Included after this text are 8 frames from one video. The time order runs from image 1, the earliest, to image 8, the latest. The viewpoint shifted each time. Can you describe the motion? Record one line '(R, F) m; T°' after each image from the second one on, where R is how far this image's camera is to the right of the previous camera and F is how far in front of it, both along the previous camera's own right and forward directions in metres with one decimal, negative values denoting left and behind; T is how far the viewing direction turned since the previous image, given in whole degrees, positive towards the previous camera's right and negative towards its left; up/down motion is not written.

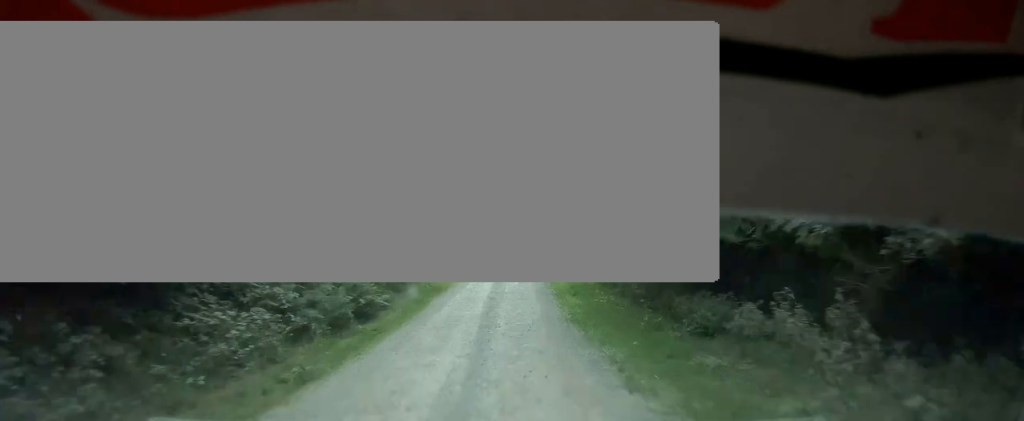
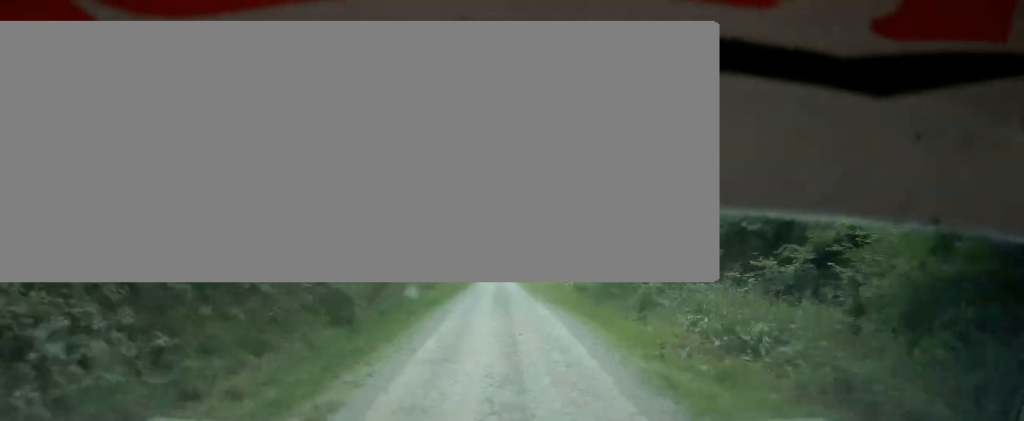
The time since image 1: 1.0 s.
(-0.9, +31.4) m; +1°
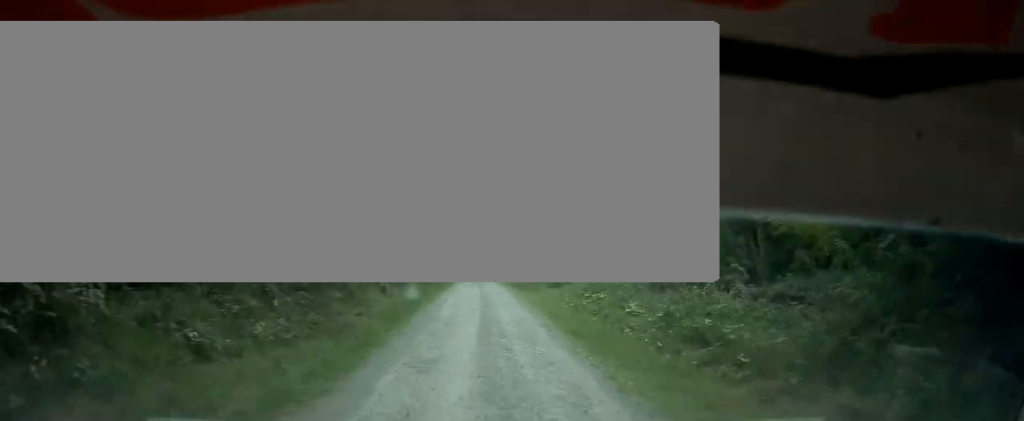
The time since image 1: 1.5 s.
(+0.6, +18.8) m; +1°
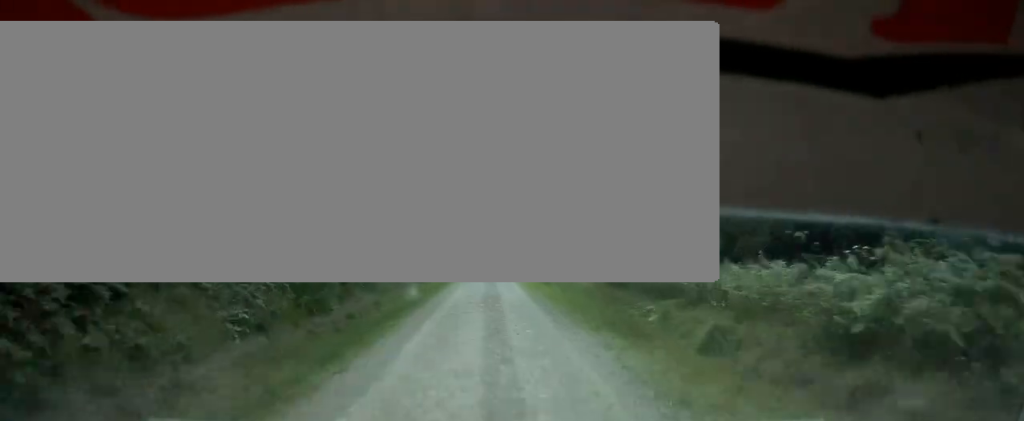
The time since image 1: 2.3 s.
(+0.5, +27.7) m; +1°
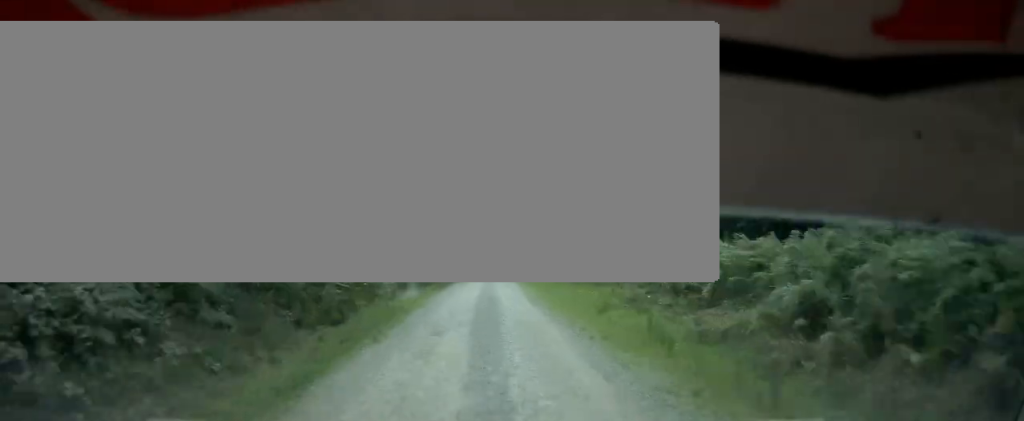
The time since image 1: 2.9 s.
(0.0, +23.8) m; -1°
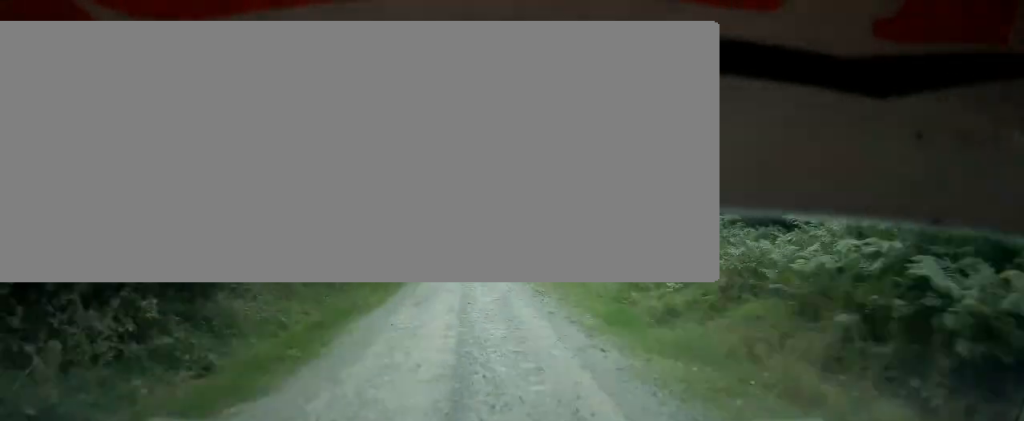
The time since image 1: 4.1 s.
(-0.9, +43.7) m; -1°
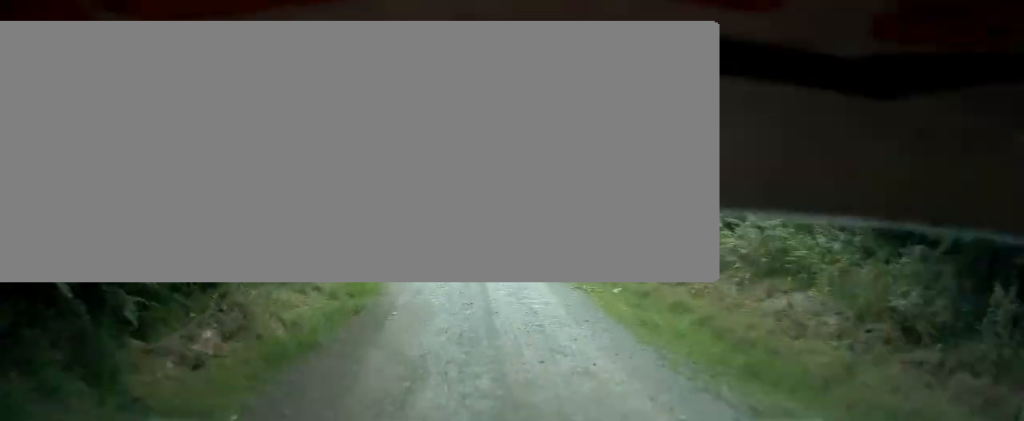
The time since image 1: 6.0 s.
(+2.1, +65.2) m; +6°
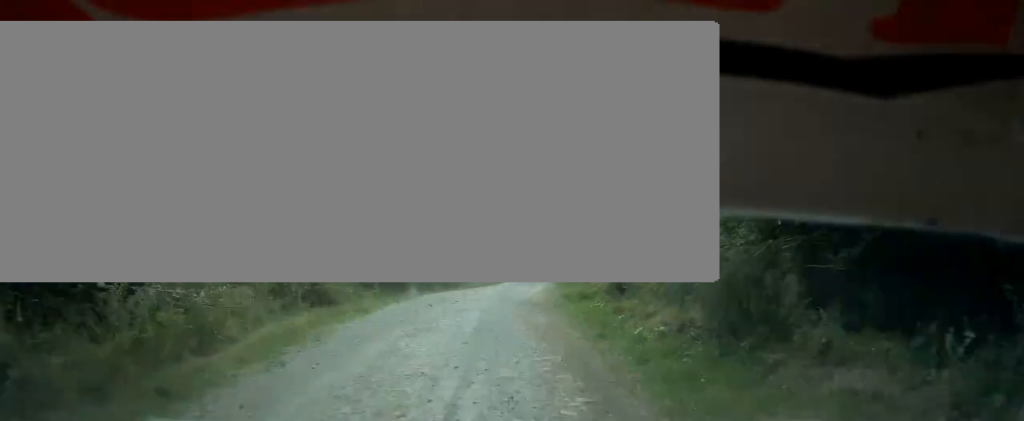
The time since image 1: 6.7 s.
(+1.0, +21.0) m; +2°
